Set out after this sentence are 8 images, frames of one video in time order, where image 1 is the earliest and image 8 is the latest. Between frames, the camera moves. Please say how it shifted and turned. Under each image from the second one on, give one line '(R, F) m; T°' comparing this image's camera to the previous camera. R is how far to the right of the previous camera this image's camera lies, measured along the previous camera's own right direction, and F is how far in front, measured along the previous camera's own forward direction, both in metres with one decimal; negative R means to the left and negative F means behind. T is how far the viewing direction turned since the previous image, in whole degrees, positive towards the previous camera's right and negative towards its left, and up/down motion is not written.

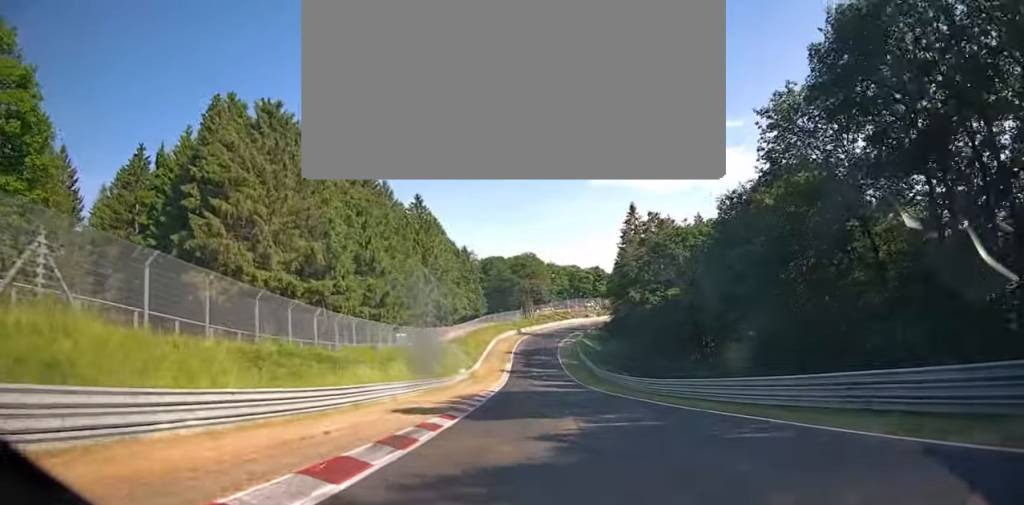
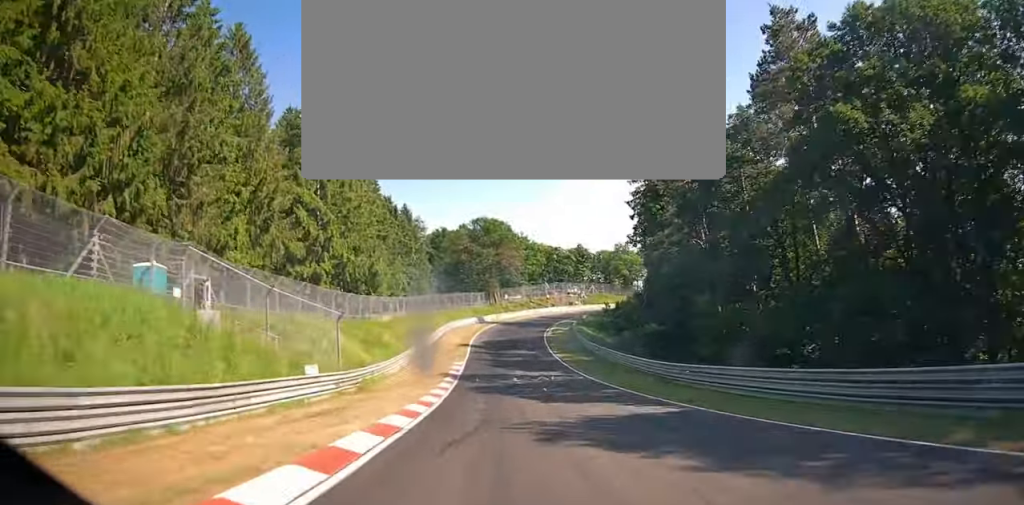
(+2.6, +40.7) m; +5°
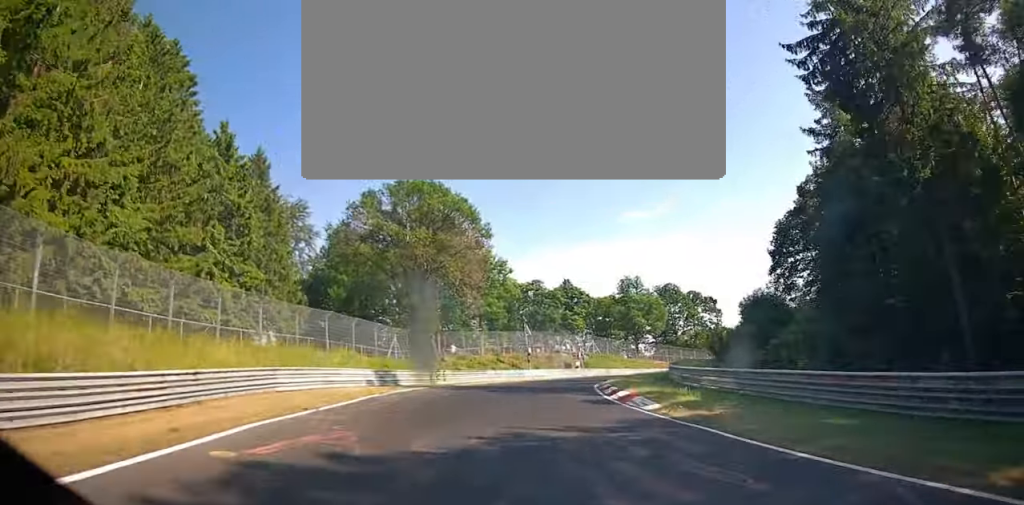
(+1.9, +58.2) m; +7°
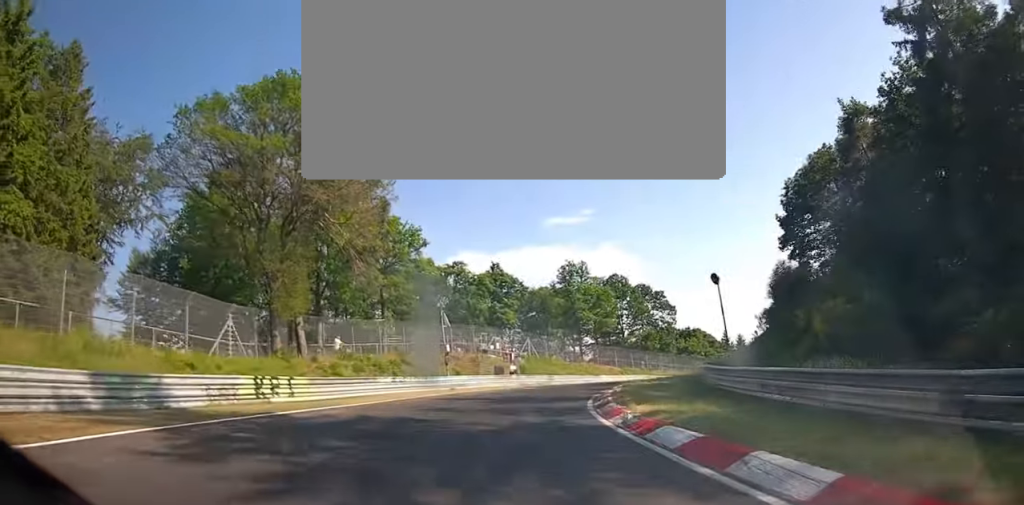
(+0.5, +21.2) m; +6°
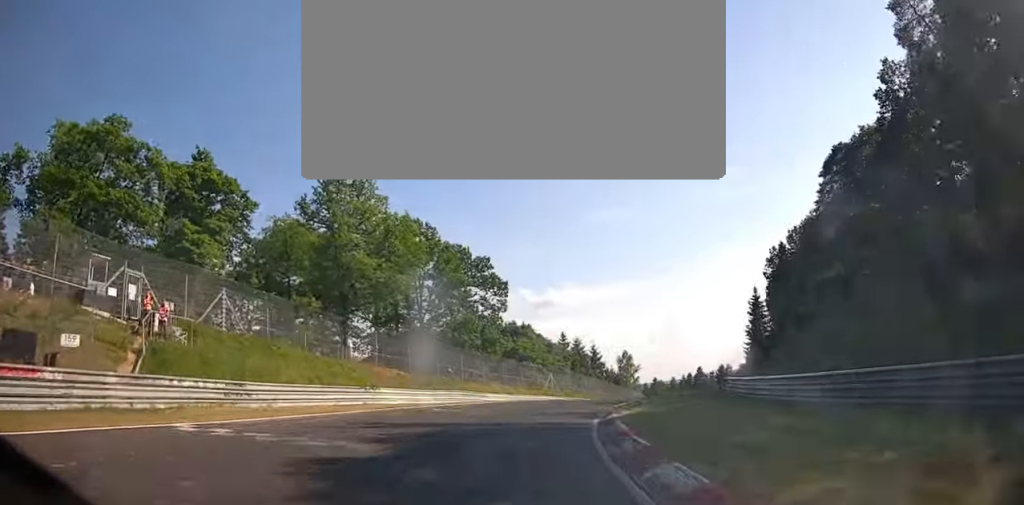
(+6.5, +37.3) m; +22°
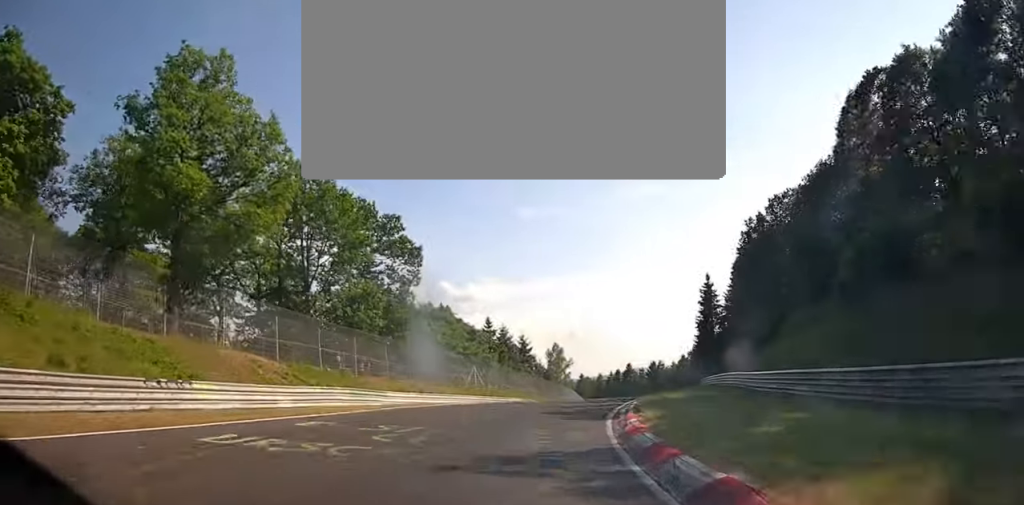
(+1.2, +12.1) m; +10°
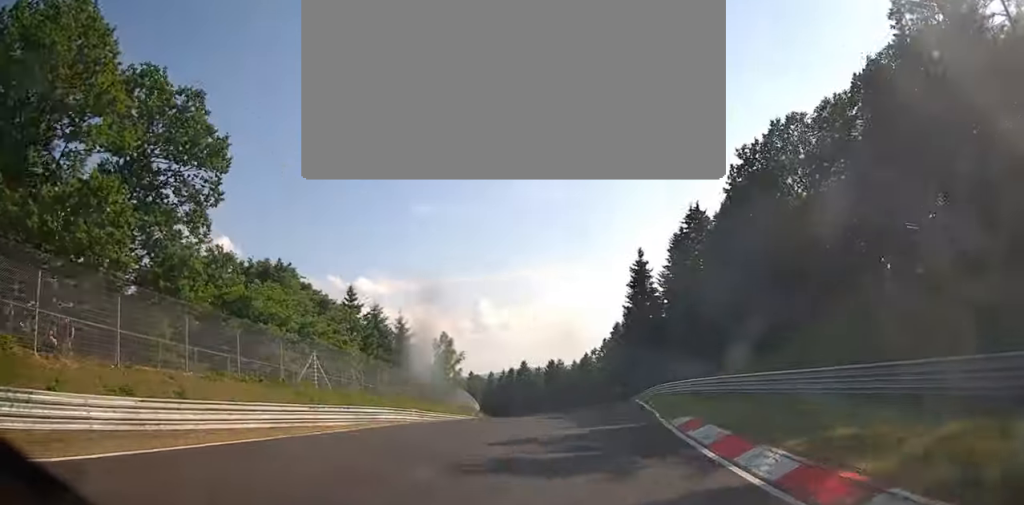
(+2.3, +18.0) m; +13°
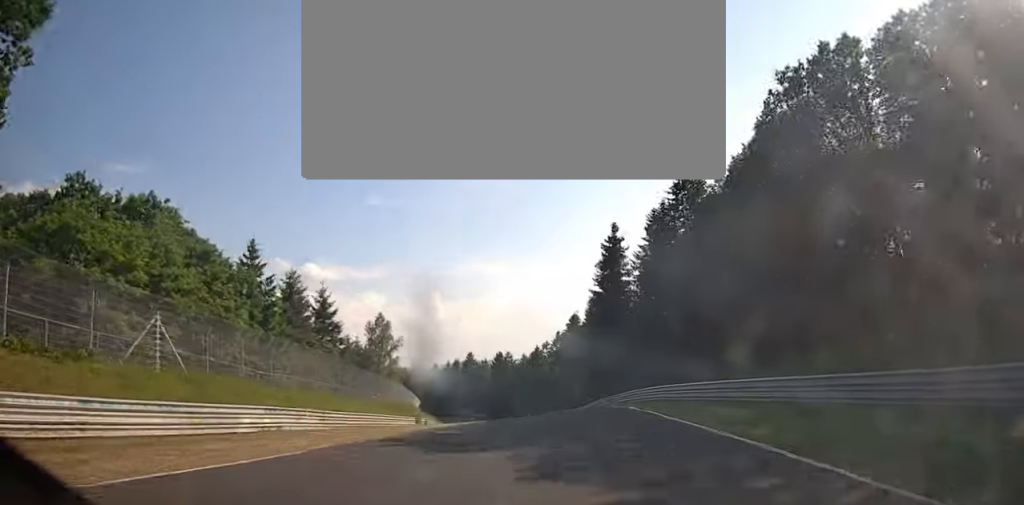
(+0.7, +10.5) m; +7°
